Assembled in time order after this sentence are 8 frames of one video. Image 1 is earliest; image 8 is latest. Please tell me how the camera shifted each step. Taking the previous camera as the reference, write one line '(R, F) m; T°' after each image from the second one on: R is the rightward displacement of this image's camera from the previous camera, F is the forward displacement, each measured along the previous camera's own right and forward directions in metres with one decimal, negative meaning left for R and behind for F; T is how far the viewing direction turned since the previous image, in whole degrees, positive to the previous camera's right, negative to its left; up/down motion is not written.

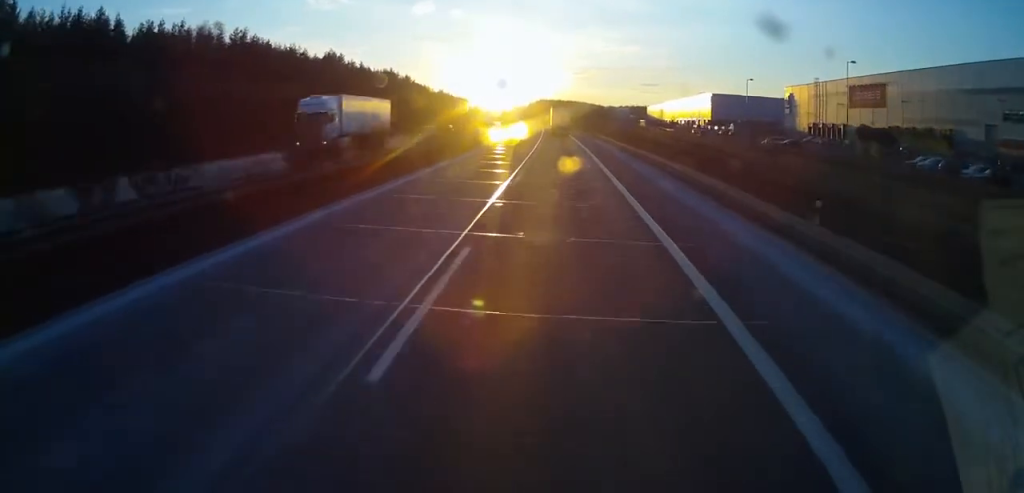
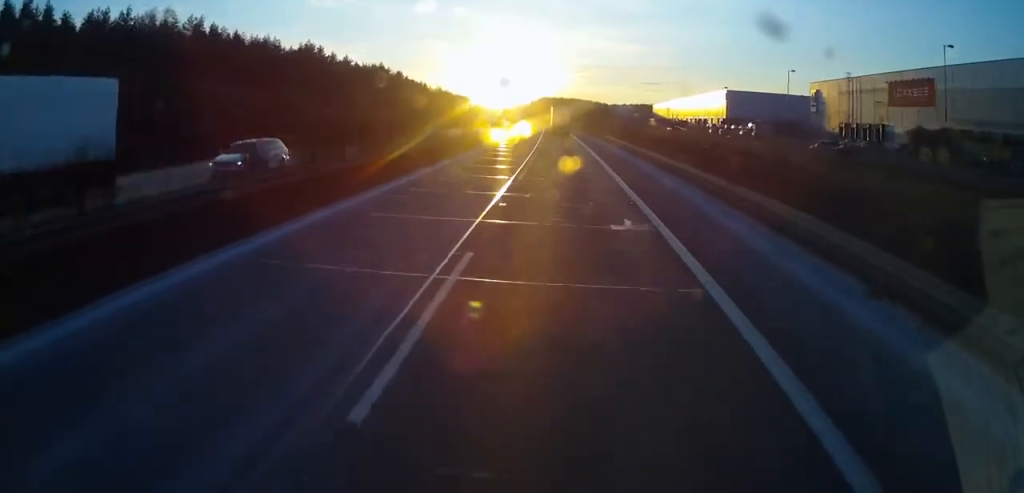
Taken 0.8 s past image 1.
(-0.1, +18.6) m; 0°
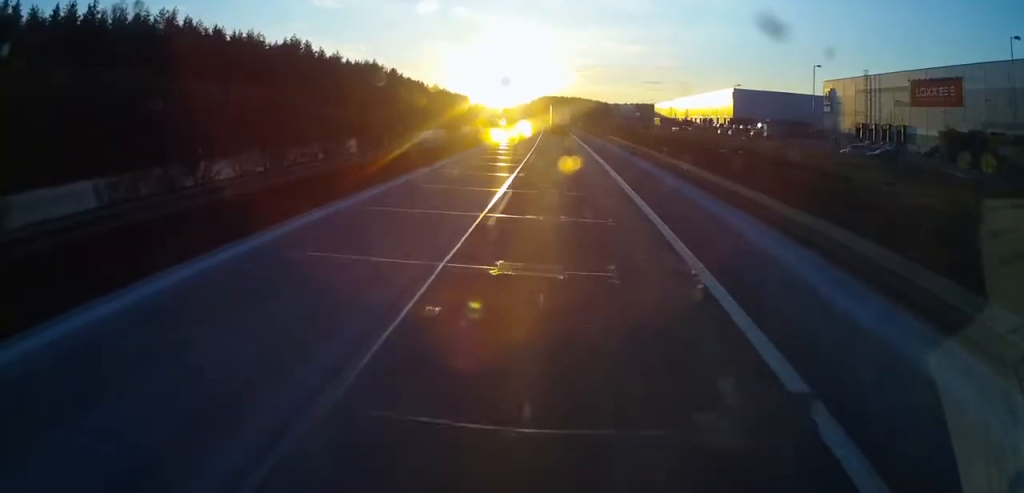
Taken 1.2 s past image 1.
(0.0, +9.3) m; 0°
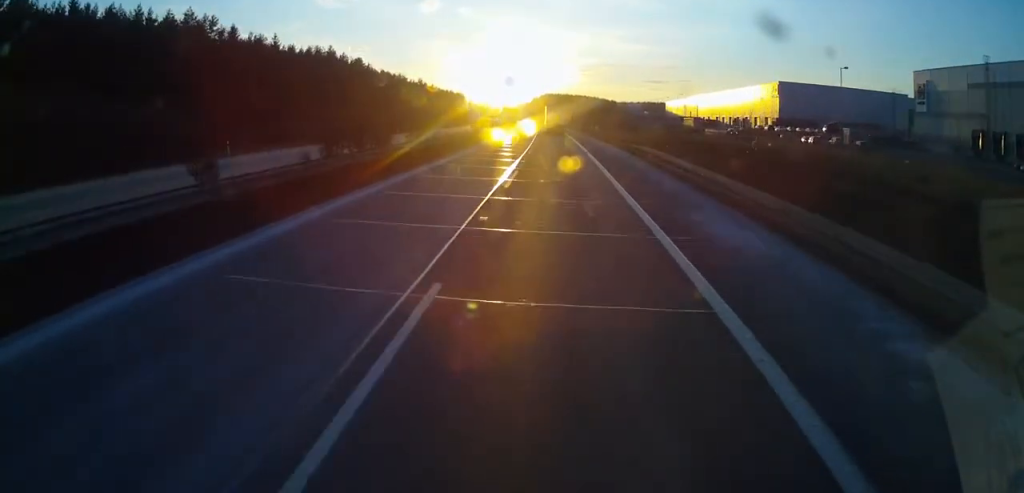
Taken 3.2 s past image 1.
(-0.9, +46.4) m; -1°
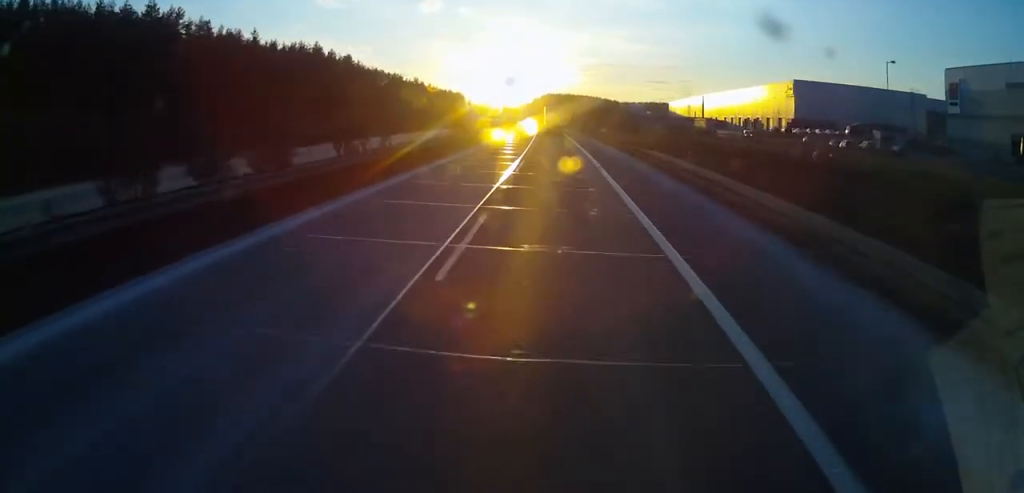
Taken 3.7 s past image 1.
(+0.1, +11.6) m; 0°
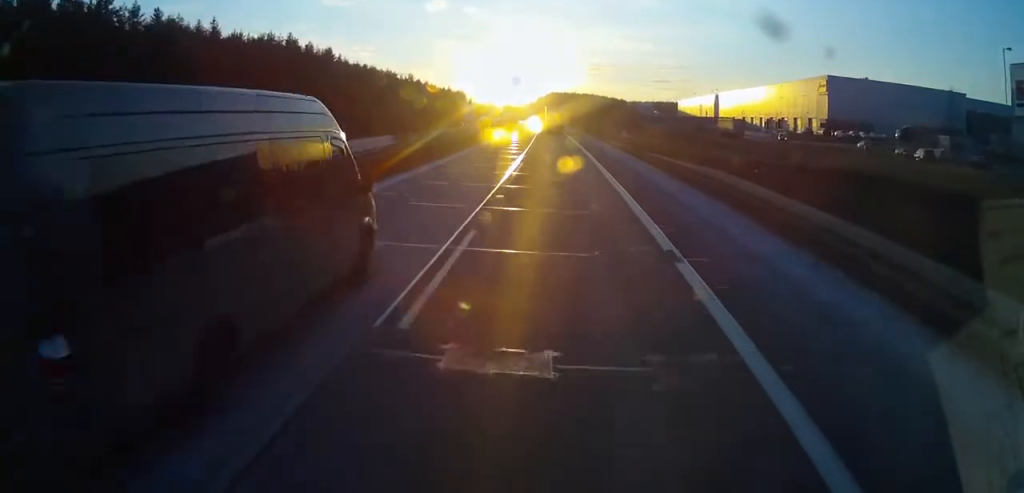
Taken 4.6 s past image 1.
(+0.3, +20.2) m; +1°
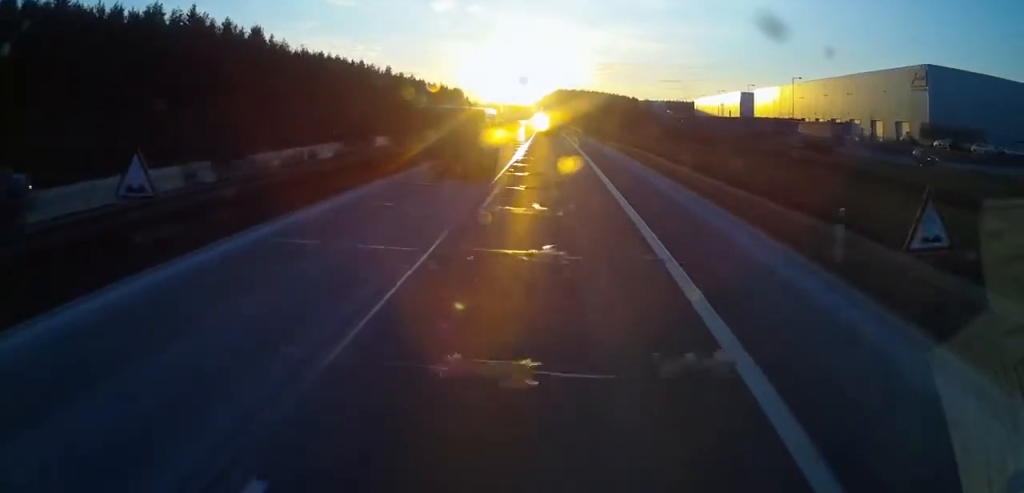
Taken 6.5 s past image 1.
(-0.9, +45.0) m; -1°
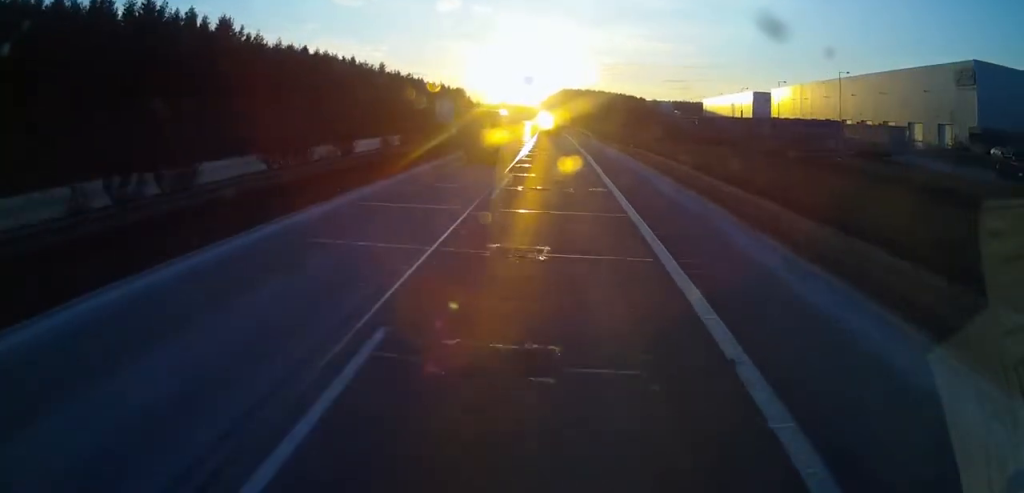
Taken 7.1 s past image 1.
(+0.3, +14.7) m; 0°
